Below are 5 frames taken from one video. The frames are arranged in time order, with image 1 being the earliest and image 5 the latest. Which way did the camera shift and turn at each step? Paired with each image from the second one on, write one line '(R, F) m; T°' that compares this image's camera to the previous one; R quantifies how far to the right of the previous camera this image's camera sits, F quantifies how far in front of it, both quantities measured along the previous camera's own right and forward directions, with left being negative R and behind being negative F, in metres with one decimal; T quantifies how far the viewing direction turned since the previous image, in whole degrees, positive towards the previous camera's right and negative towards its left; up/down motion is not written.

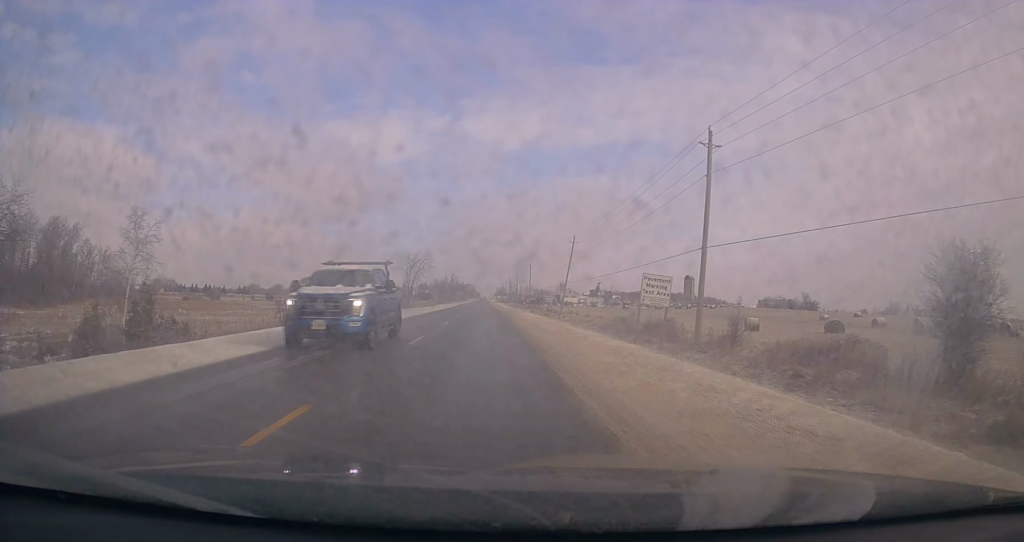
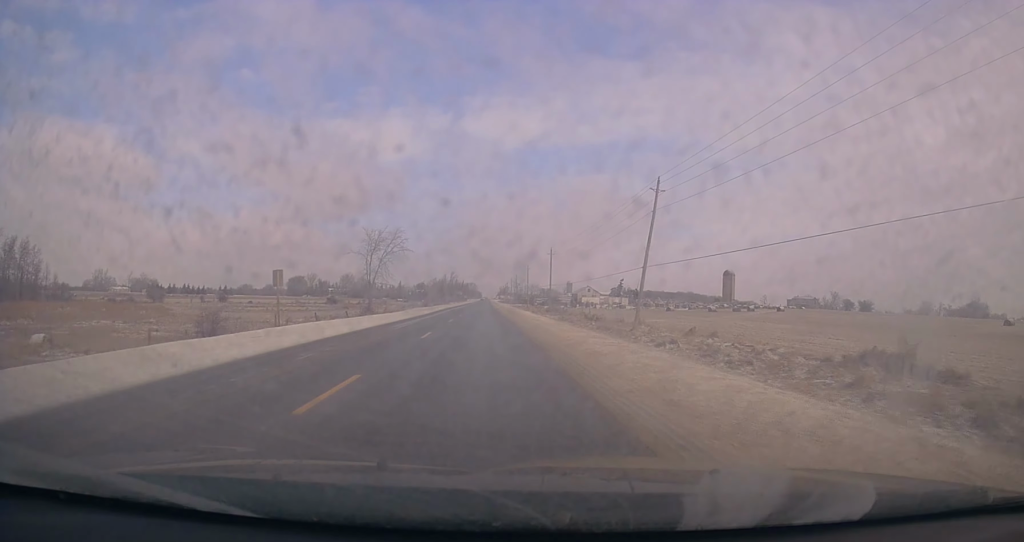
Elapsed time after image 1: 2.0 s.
(-0.5, +45.2) m; -1°
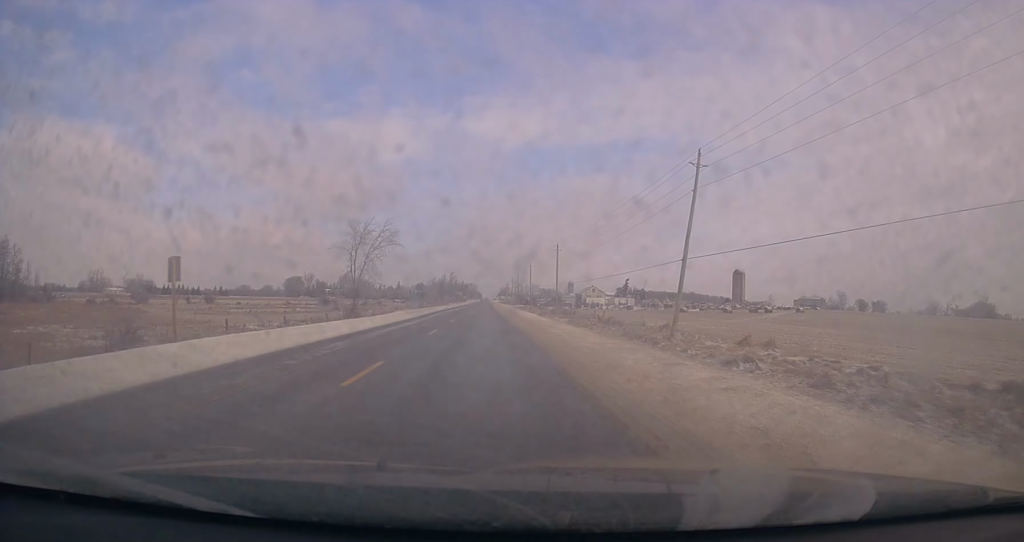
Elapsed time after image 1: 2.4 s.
(-0.1, +9.8) m; 0°
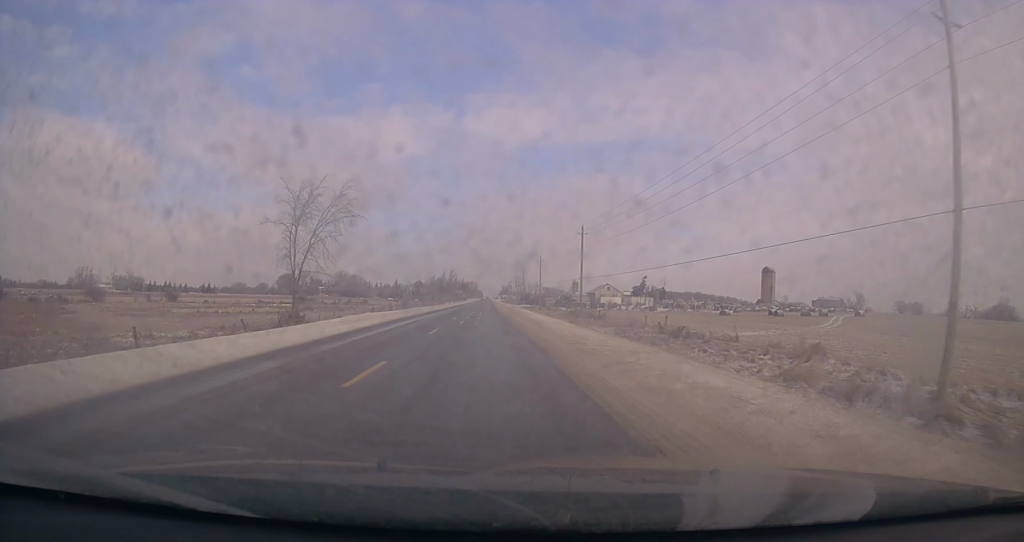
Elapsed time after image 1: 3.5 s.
(0.0, +24.2) m; 0°
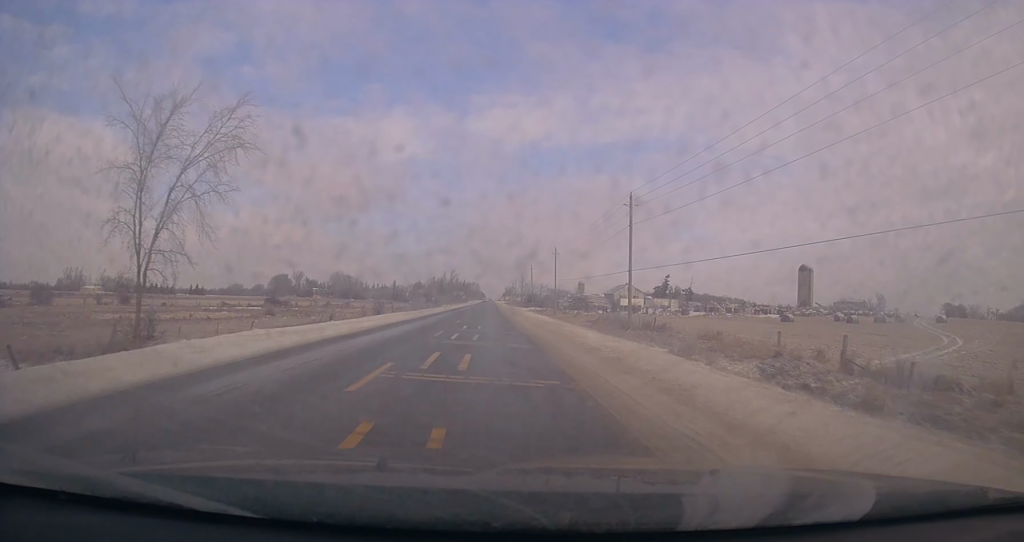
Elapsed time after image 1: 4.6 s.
(0.0, +24.4) m; 0°
